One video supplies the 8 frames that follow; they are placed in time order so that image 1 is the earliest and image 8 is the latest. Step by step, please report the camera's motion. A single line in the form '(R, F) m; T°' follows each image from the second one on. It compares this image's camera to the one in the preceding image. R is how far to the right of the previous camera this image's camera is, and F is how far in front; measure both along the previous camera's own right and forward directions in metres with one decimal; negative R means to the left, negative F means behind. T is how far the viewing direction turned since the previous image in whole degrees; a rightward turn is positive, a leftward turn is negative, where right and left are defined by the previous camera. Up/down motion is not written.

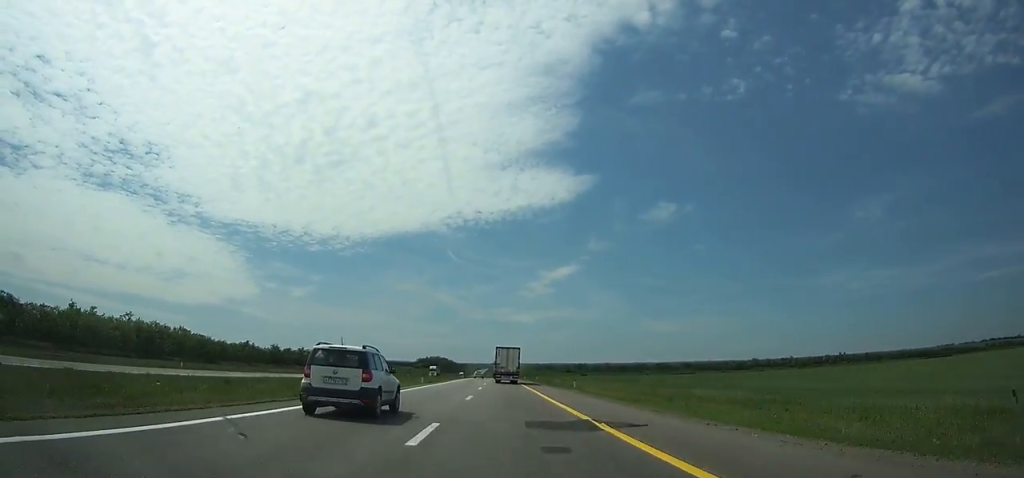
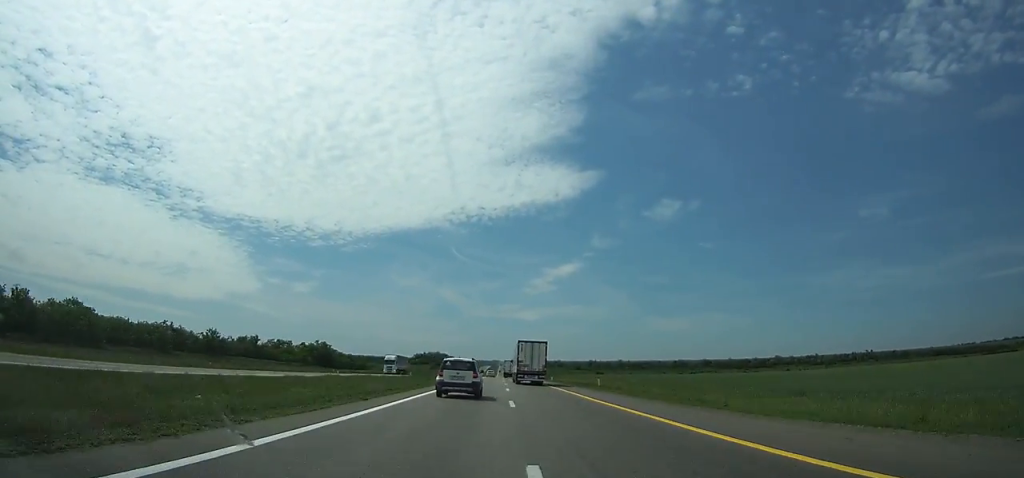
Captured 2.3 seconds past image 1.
(-0.4, +54.5) m; 0°
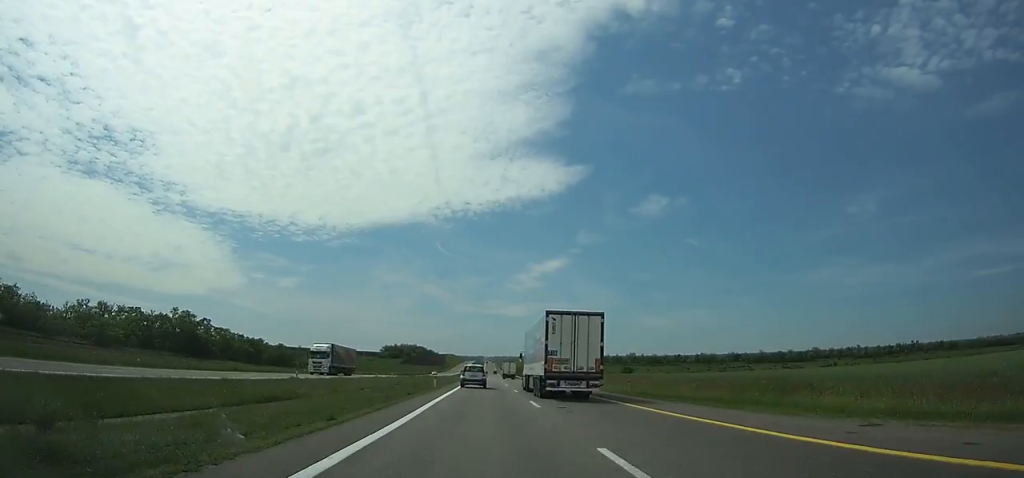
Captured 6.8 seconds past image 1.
(+0.4, +108.7) m; +1°
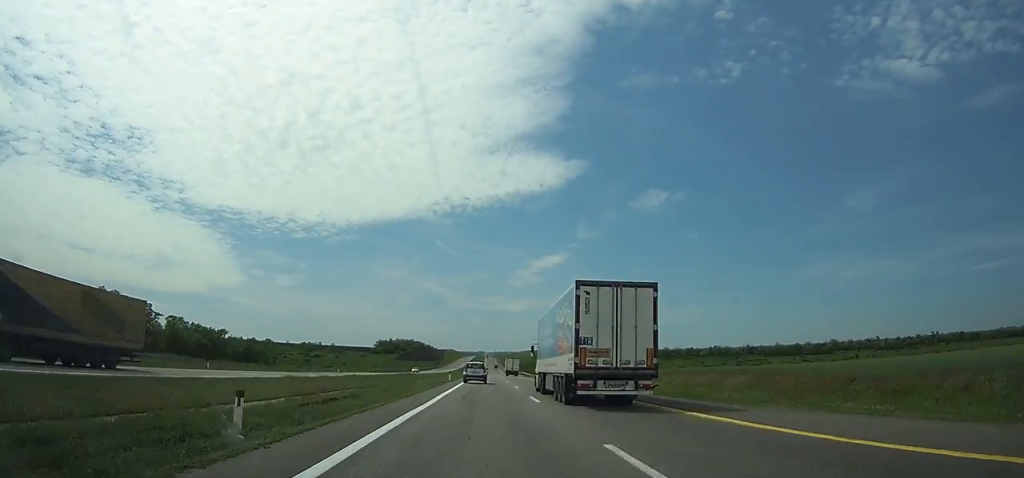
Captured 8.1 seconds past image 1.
(0.0, +32.1) m; 0°
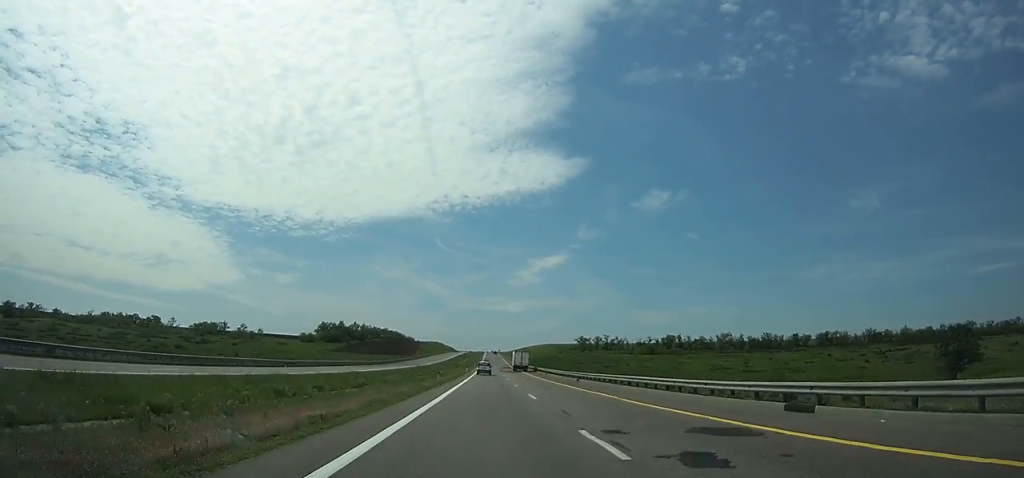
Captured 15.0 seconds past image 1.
(+0.2, +172.6) m; 0°
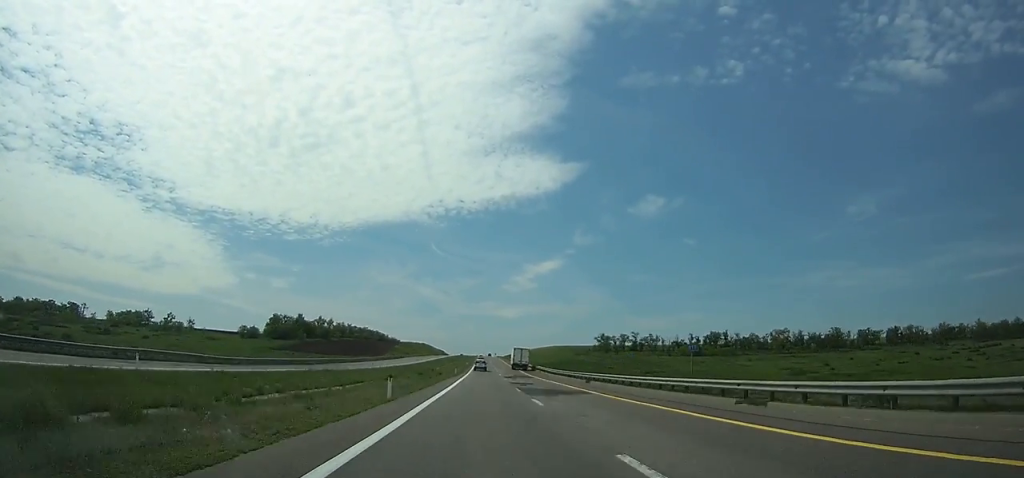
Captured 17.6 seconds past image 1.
(+0.3, +65.7) m; 0°
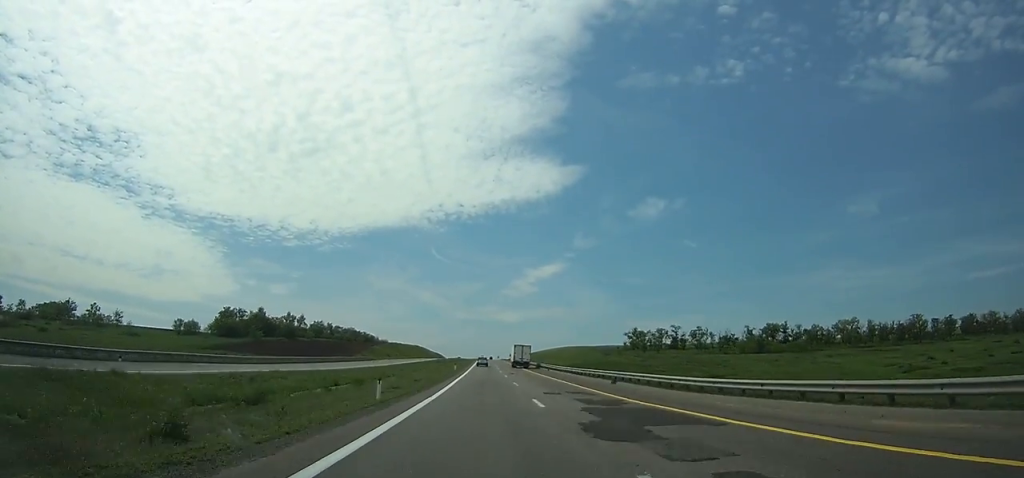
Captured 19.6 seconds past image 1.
(+0.1, +50.4) m; 0°
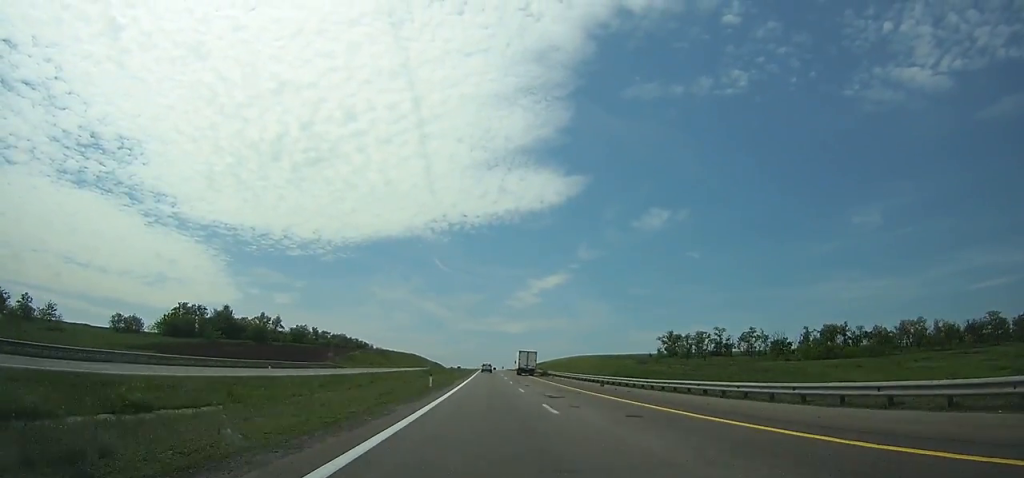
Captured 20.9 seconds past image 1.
(0.0, +32.7) m; 0°
